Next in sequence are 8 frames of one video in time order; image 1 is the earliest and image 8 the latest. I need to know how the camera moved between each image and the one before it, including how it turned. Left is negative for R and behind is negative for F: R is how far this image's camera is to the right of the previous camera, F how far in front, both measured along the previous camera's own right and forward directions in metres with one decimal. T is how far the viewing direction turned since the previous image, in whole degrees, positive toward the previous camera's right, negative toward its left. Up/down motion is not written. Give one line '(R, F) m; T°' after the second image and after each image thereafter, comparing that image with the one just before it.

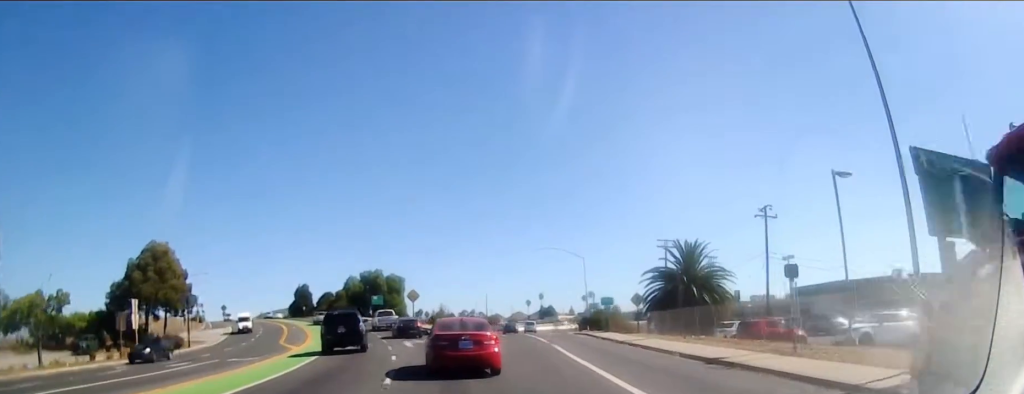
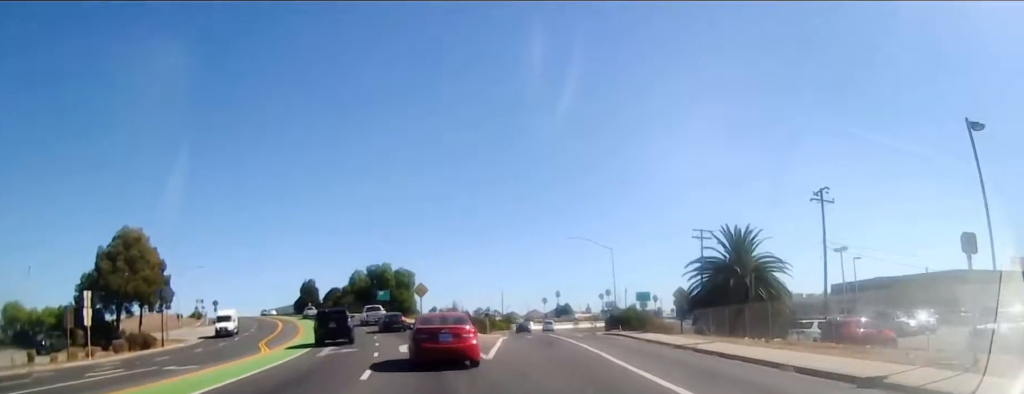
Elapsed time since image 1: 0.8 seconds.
(+0.1, +7.3) m; +1°
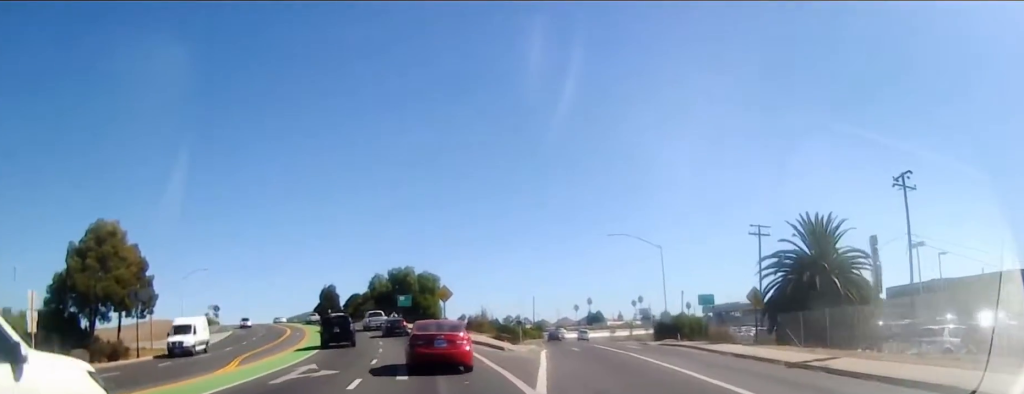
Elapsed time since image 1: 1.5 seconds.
(+0.1, +7.2) m; 0°
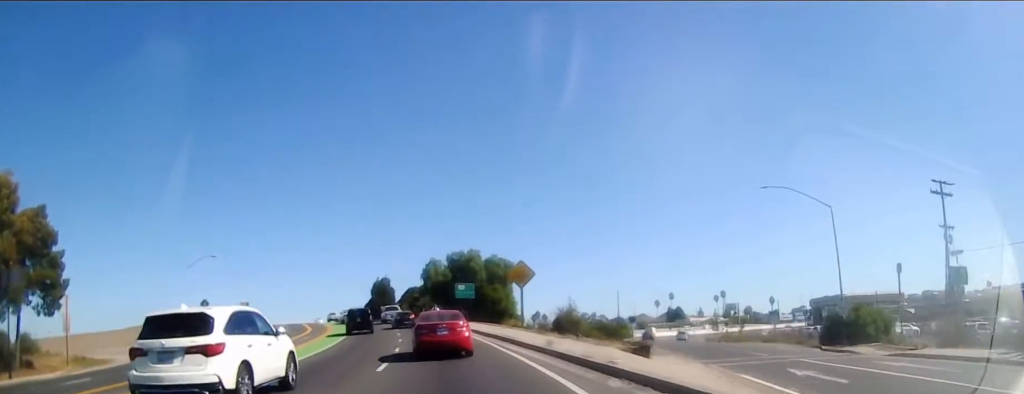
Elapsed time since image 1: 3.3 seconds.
(-1.8, +18.4) m; -6°
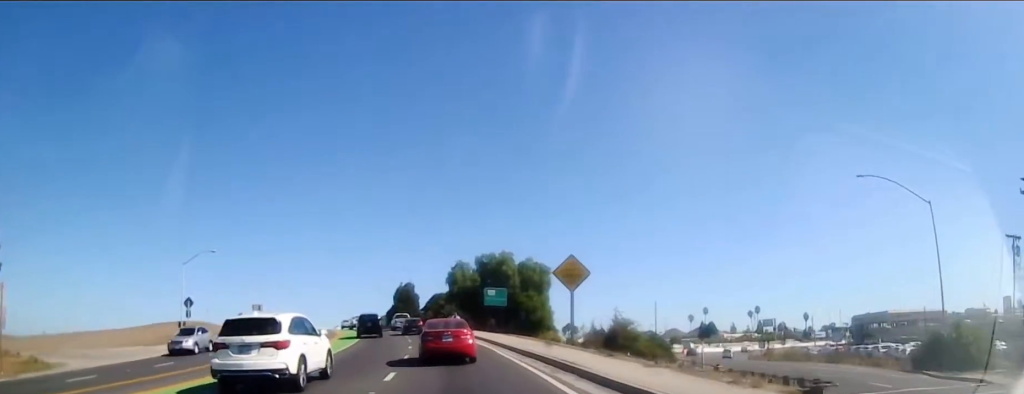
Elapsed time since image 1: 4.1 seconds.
(+0.6, +8.0) m; -1°
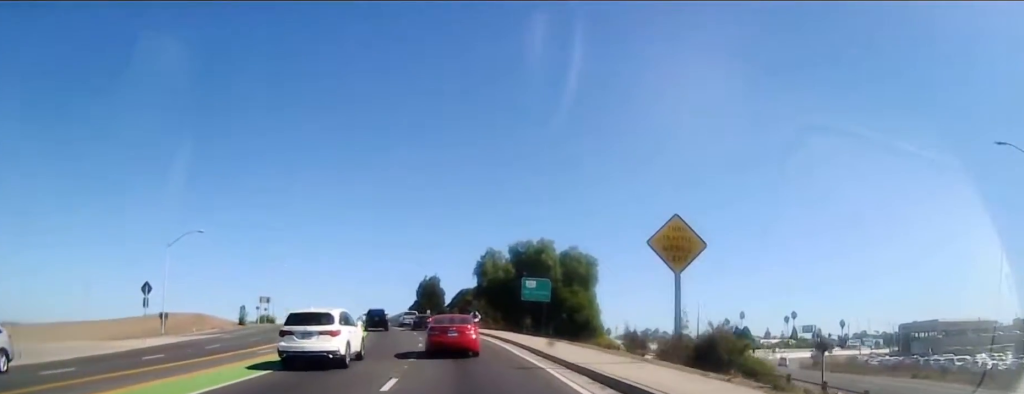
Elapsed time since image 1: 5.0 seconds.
(-0.4, +9.5) m; -7°
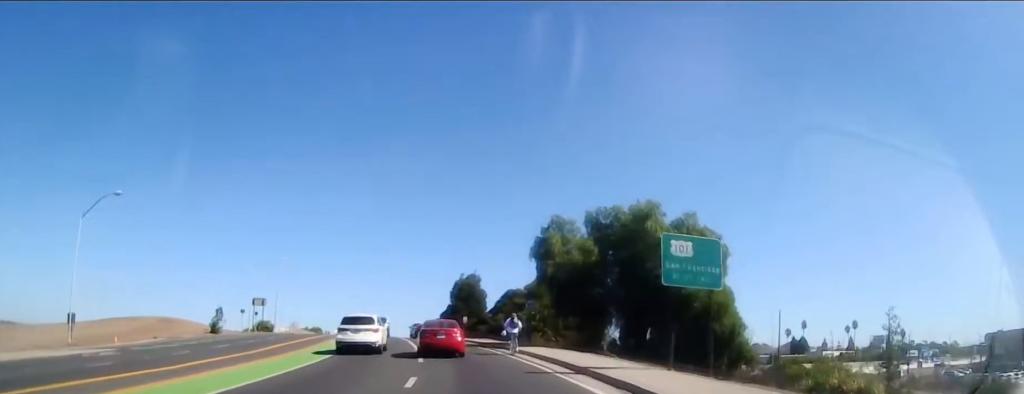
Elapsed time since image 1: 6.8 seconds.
(-2.0, +19.2) m; -7°
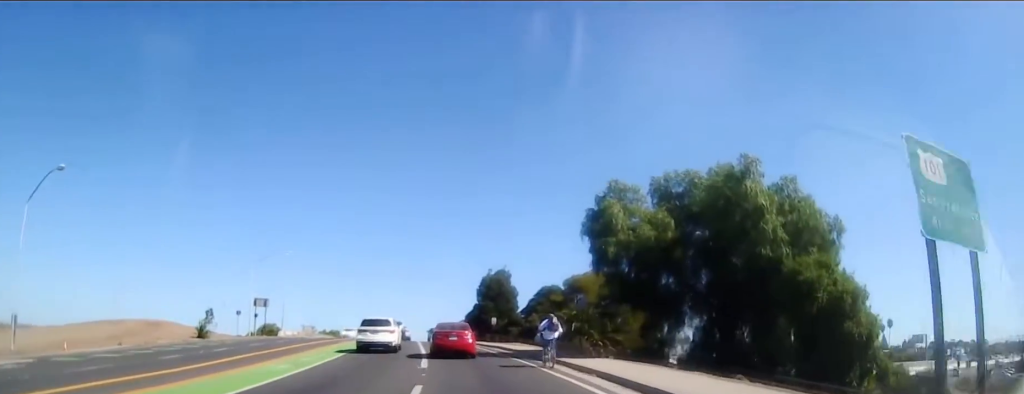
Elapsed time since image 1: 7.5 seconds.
(+0.1, +7.1) m; 0°
